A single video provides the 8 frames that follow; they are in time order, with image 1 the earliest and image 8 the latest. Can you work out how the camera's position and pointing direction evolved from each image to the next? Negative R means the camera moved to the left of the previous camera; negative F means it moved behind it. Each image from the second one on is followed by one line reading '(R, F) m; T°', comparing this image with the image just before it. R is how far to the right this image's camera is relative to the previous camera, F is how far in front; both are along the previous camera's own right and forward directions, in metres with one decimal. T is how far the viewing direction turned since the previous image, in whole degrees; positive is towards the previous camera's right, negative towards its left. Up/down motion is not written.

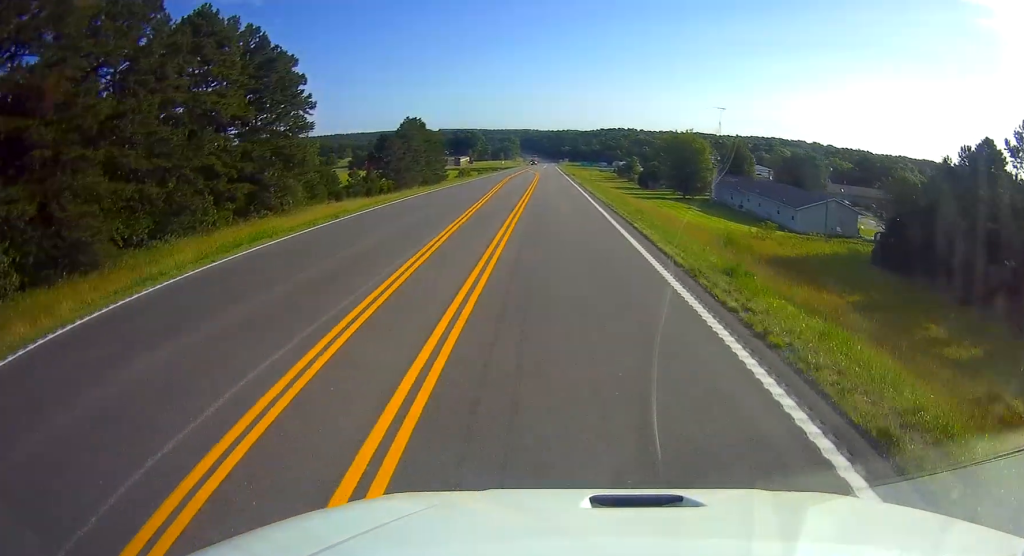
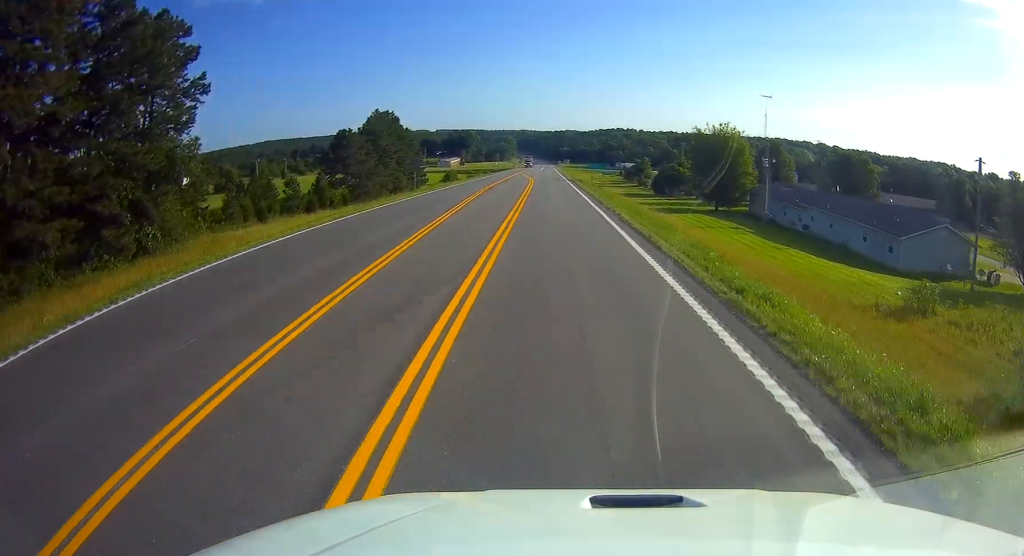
(+0.4, +23.5) m; +1°
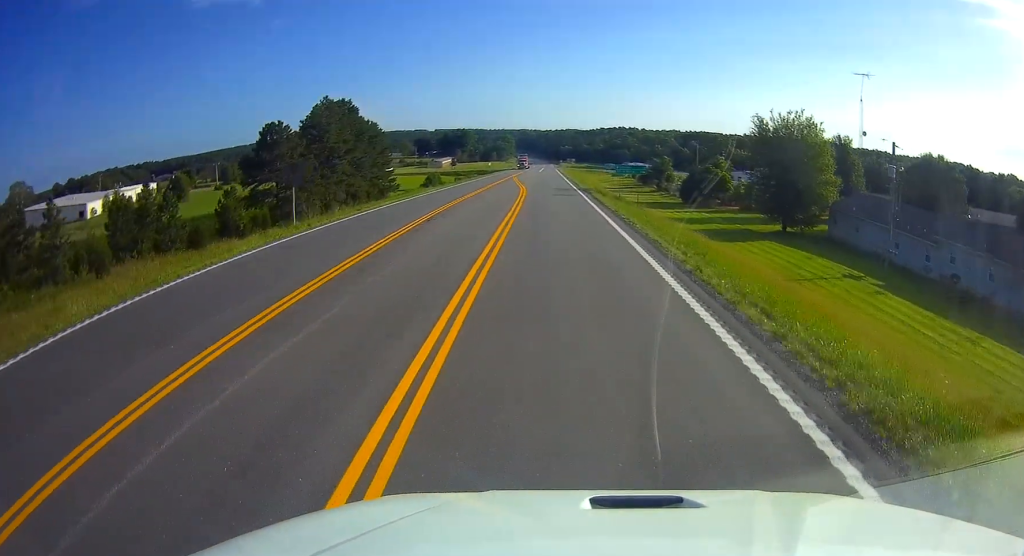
(0.0, +26.5) m; -1°
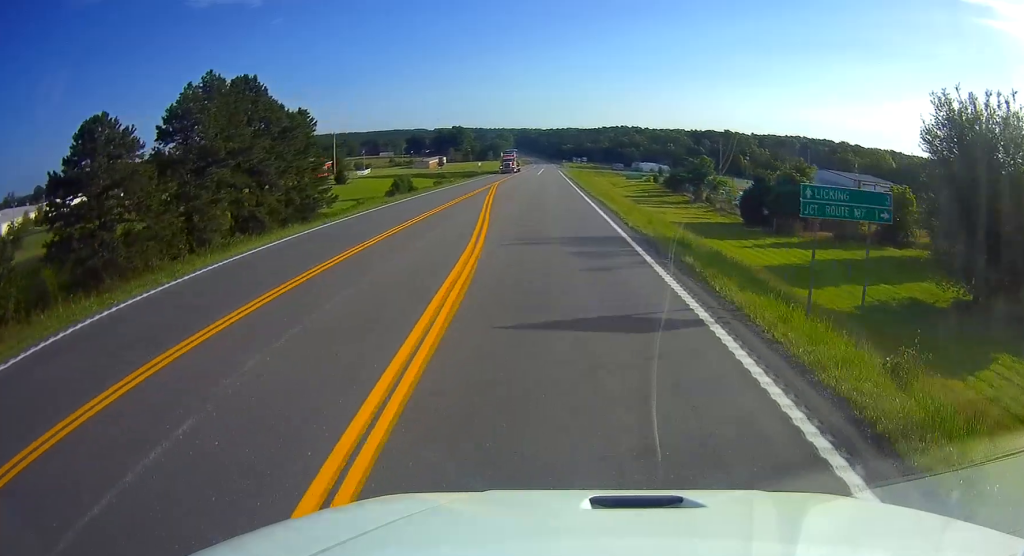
(-0.5, +32.2) m; 0°
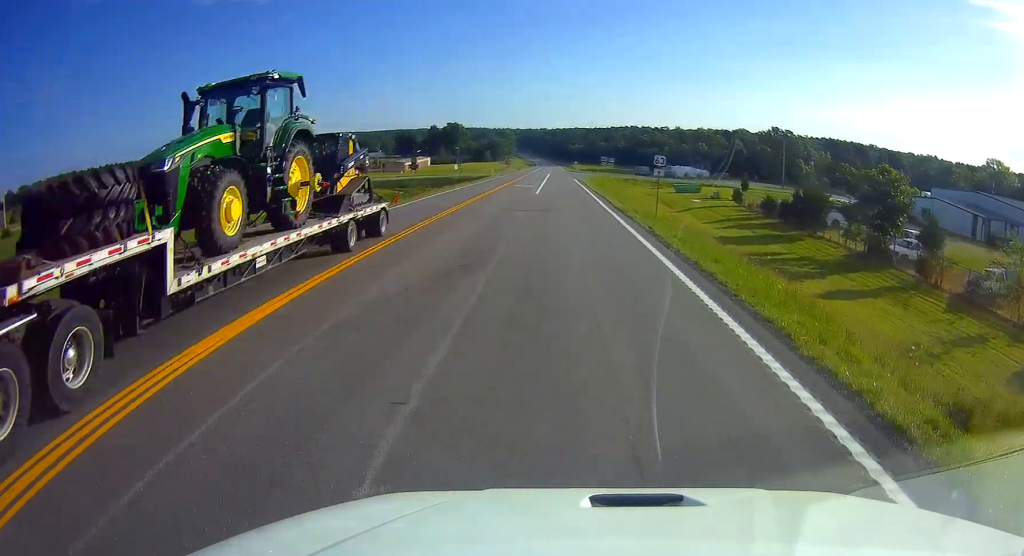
(+0.1, +53.4) m; 0°
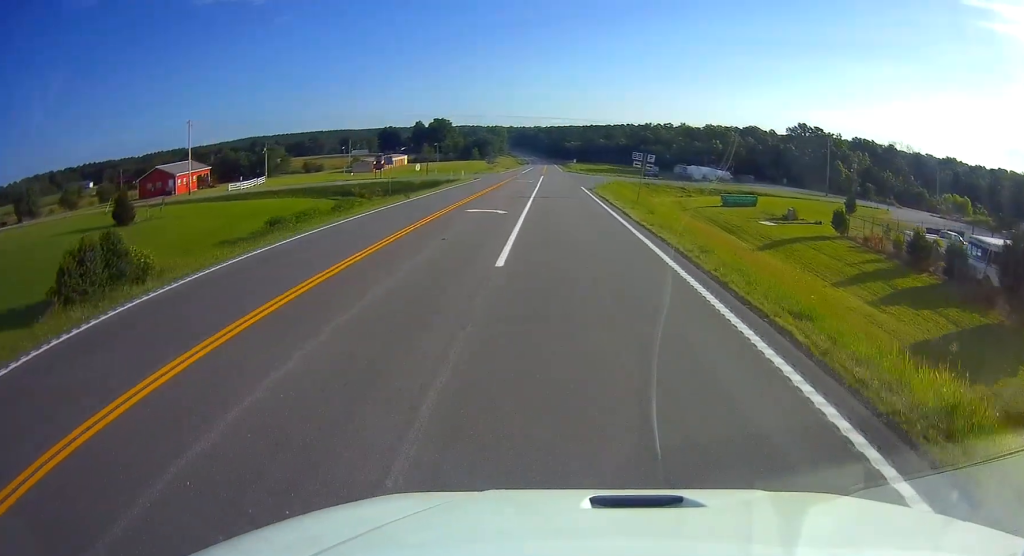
(+0.6, +30.0) m; +1°
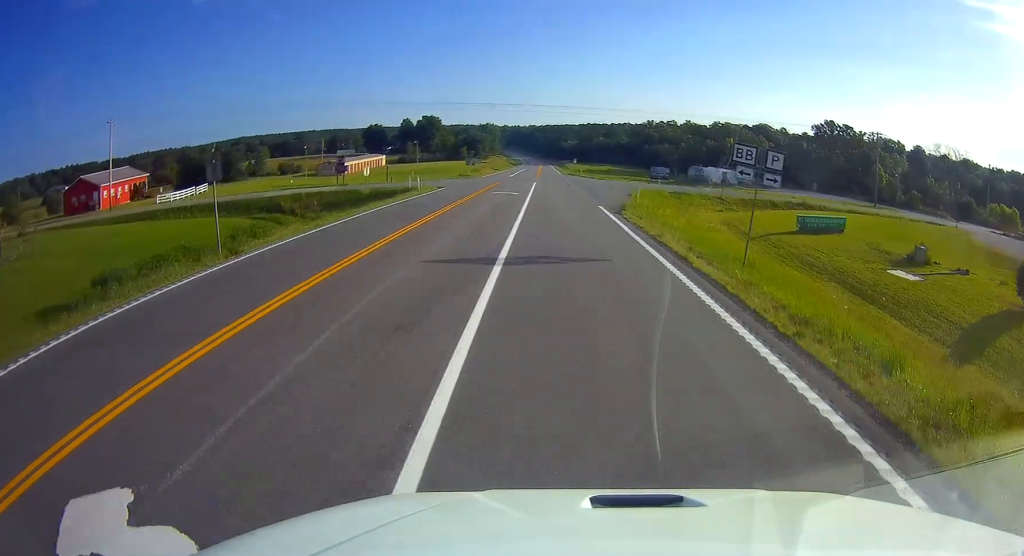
(+0.1, +23.1) m; -1°
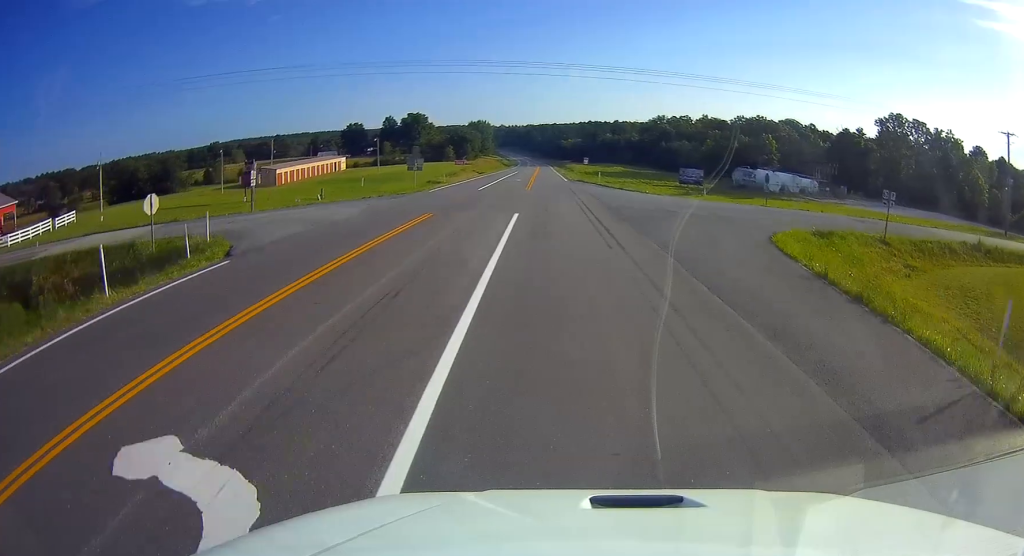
(-0.6, +37.3) m; 0°
